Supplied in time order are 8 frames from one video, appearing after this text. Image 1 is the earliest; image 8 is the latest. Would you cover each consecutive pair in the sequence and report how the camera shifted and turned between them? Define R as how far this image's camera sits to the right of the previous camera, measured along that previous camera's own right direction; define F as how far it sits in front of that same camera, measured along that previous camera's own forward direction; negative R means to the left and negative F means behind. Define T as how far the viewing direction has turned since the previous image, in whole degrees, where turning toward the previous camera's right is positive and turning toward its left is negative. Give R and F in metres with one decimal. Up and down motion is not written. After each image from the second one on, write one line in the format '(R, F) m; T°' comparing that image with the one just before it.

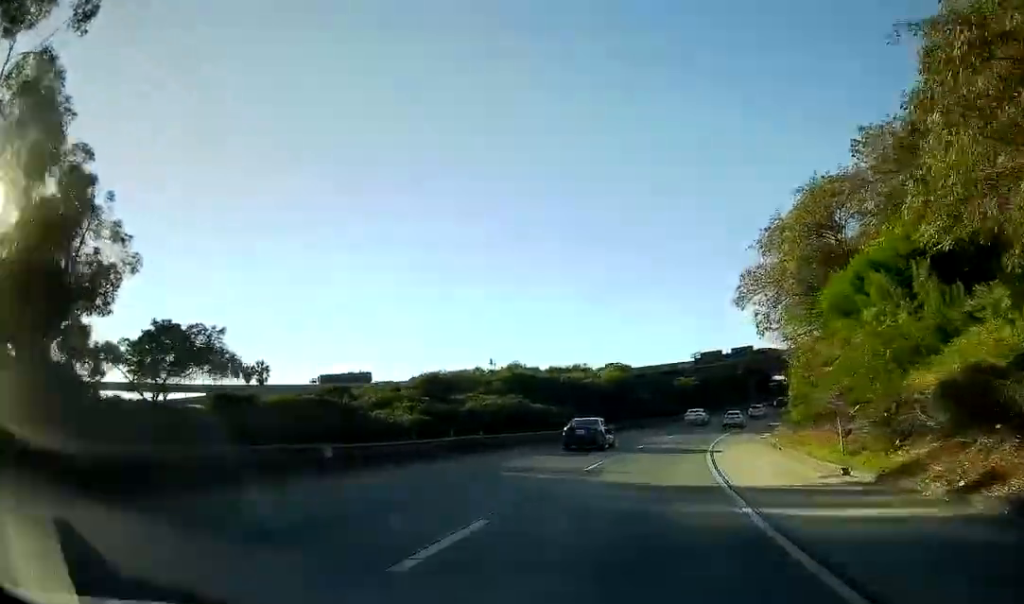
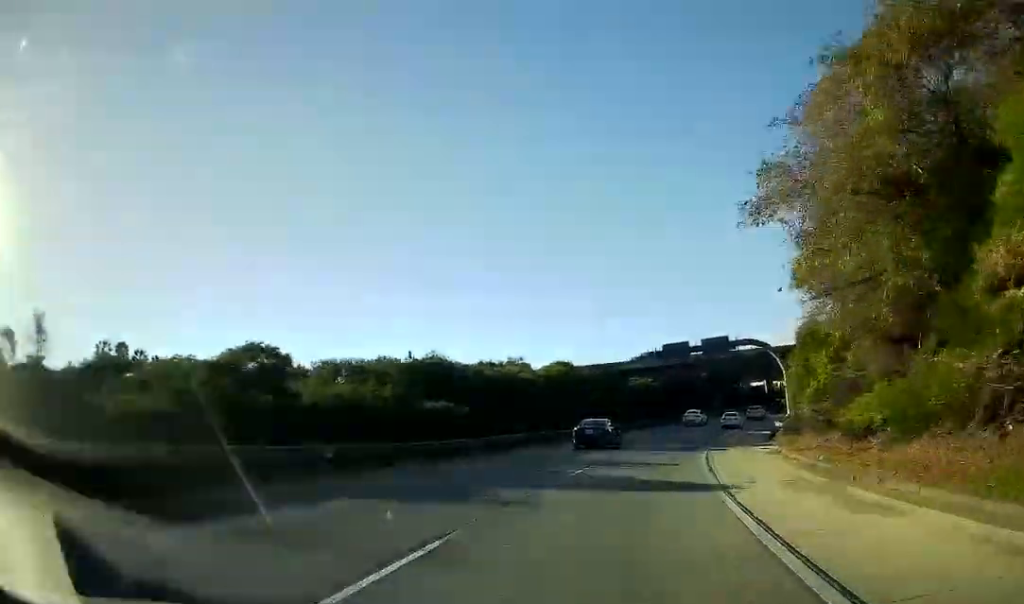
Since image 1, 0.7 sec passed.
(+1.6, +16.6) m; +5°
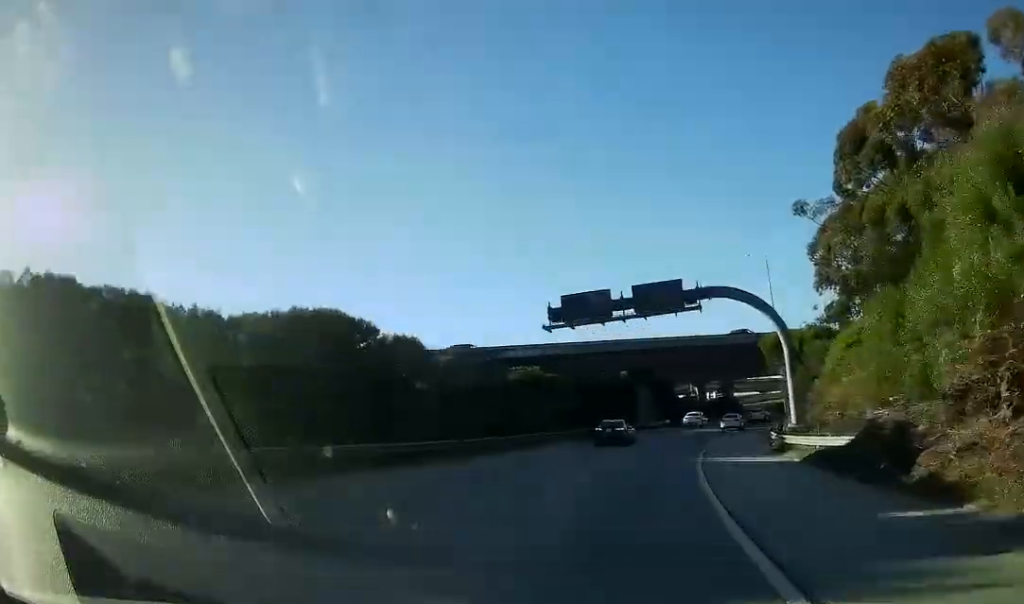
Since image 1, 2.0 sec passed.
(0.0, +31.2) m; 0°
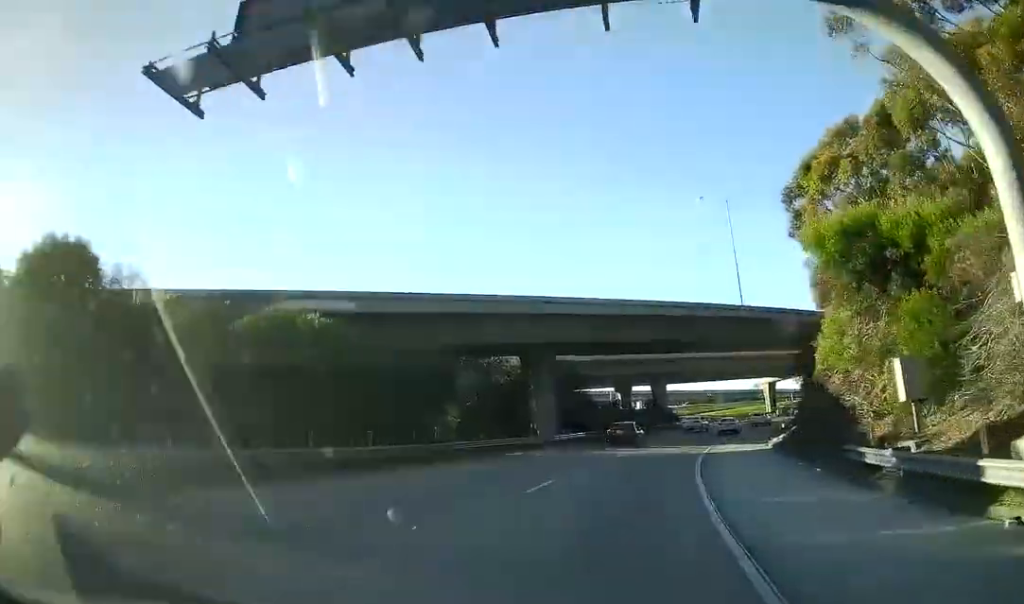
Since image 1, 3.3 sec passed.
(0.0, +28.6) m; 0°
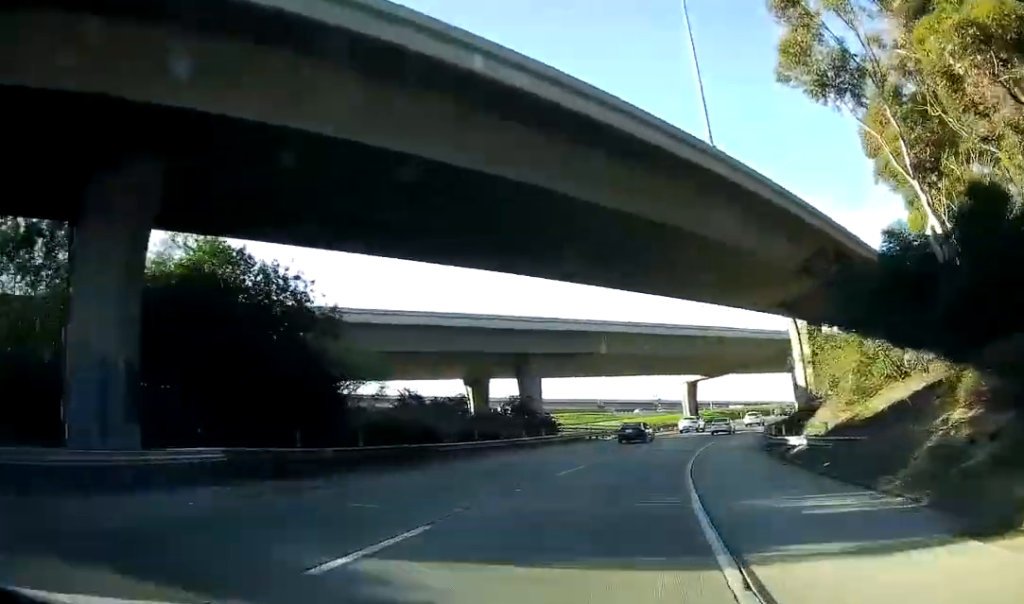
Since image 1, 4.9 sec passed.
(+1.8, +36.6) m; +12°
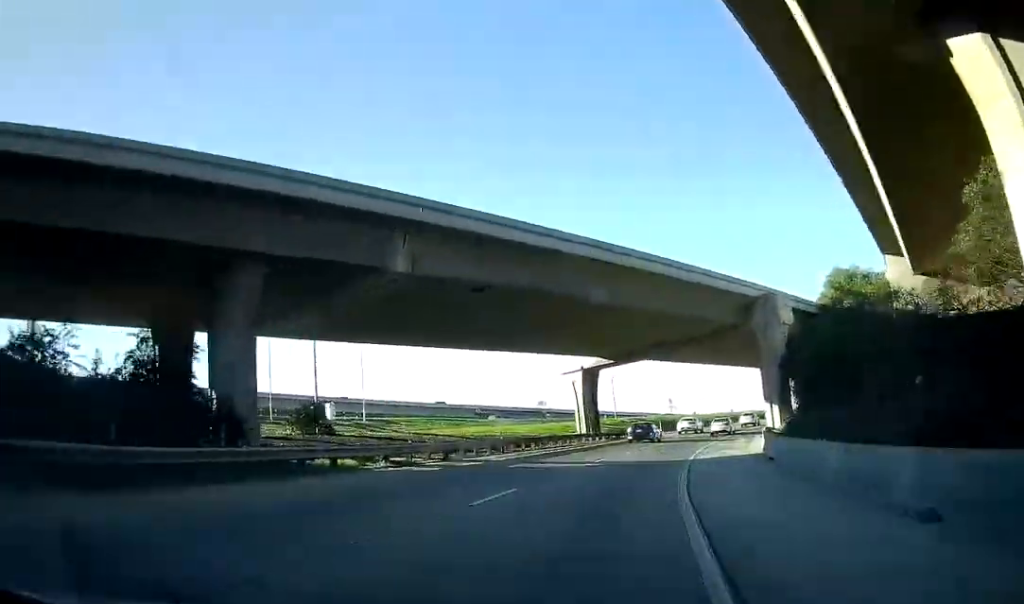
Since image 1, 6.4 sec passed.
(+4.7, +35.2) m; +8°
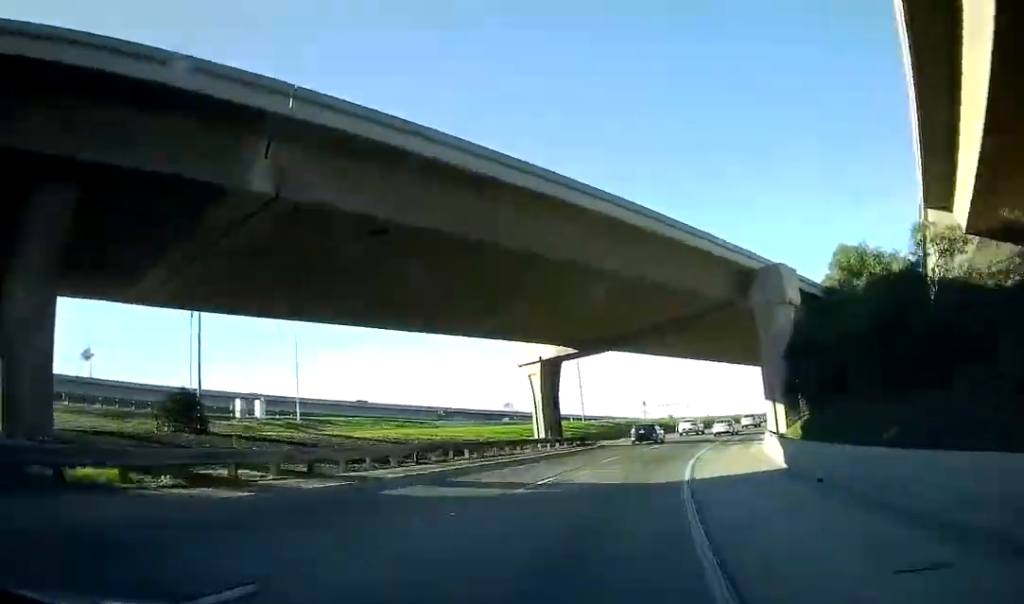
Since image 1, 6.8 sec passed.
(0.0, +10.1) m; 0°
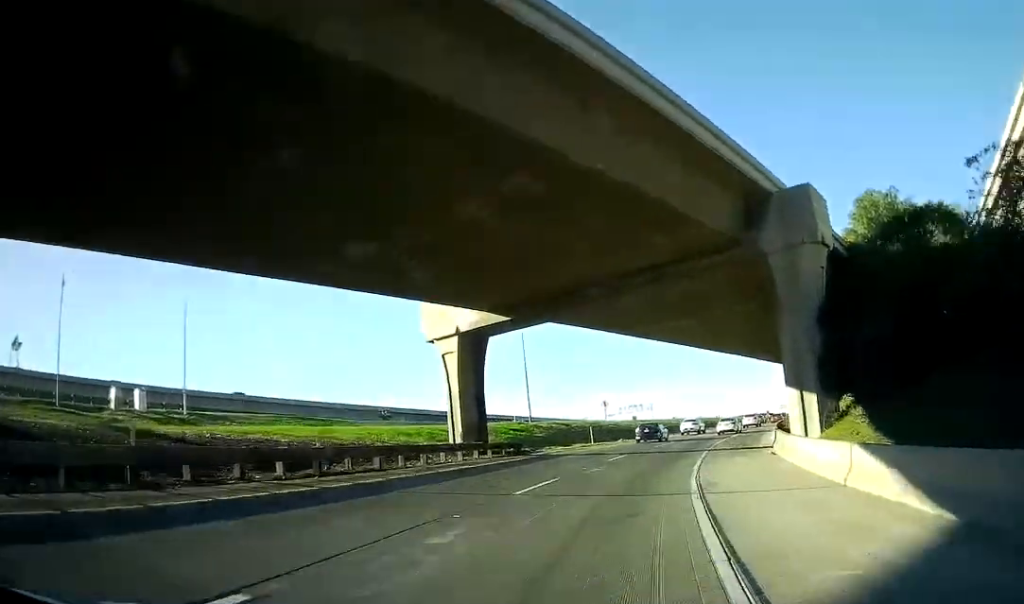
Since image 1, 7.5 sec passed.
(0.0, +14.8) m; 0°
